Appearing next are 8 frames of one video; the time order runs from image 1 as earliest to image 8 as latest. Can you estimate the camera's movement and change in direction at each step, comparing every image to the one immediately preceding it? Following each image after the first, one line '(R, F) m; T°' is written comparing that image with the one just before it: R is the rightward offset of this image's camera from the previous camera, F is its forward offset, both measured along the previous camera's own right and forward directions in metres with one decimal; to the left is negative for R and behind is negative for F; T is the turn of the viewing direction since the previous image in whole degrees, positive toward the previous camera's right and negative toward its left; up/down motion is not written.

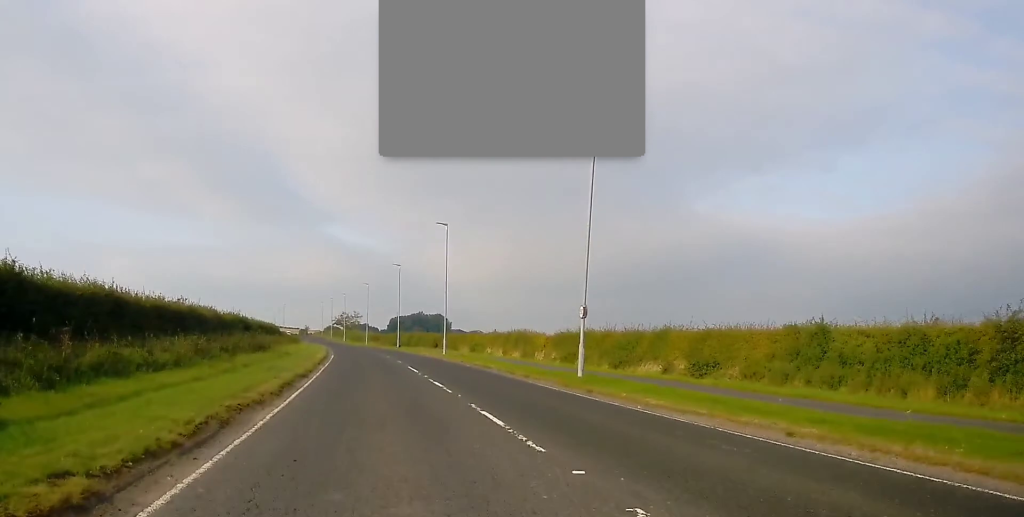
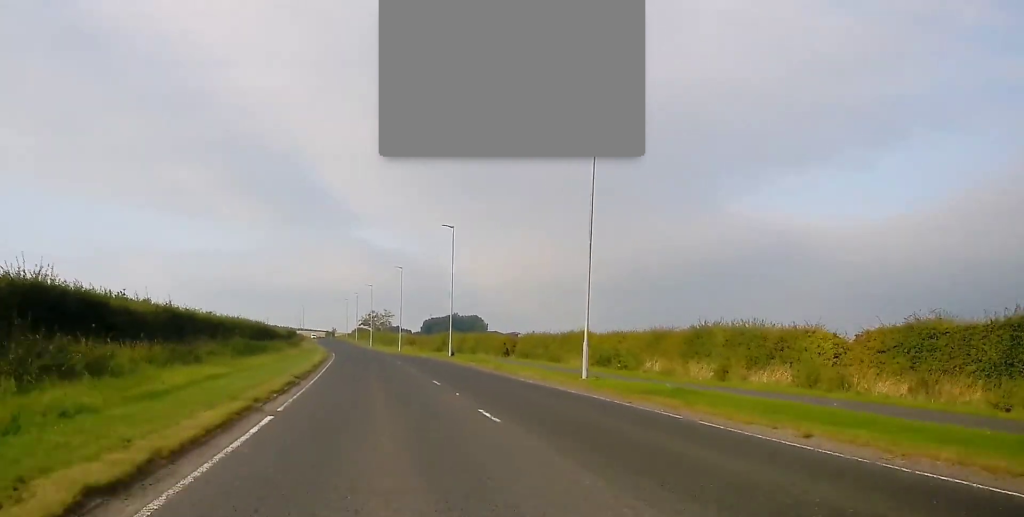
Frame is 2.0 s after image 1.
(0.0, +34.8) m; 0°
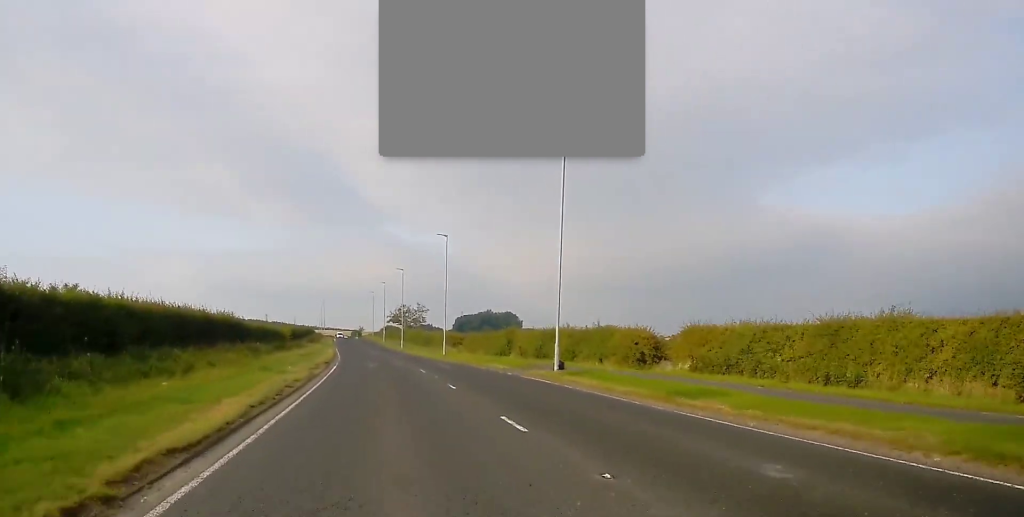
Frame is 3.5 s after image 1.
(-0.7, +28.5) m; -2°
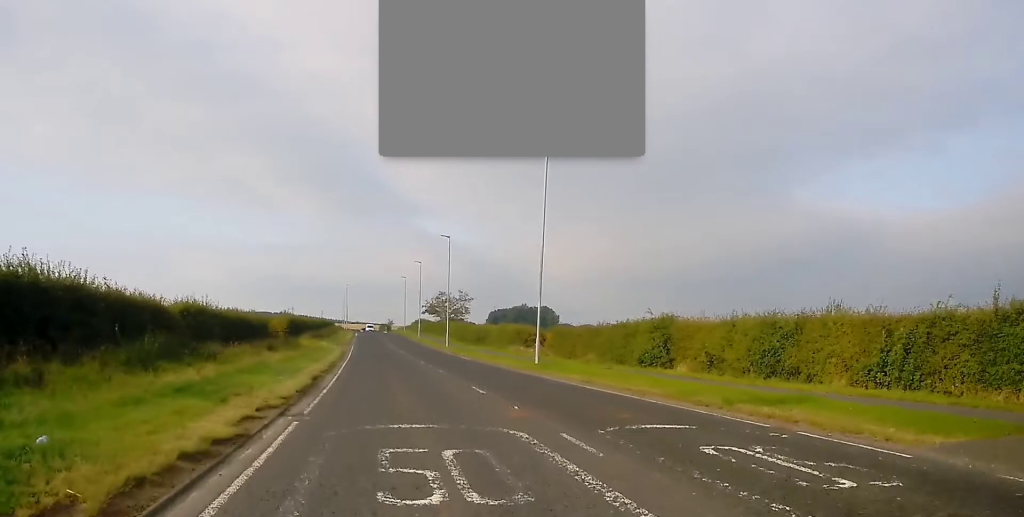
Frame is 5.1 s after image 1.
(-1.0, +29.4) m; -3°
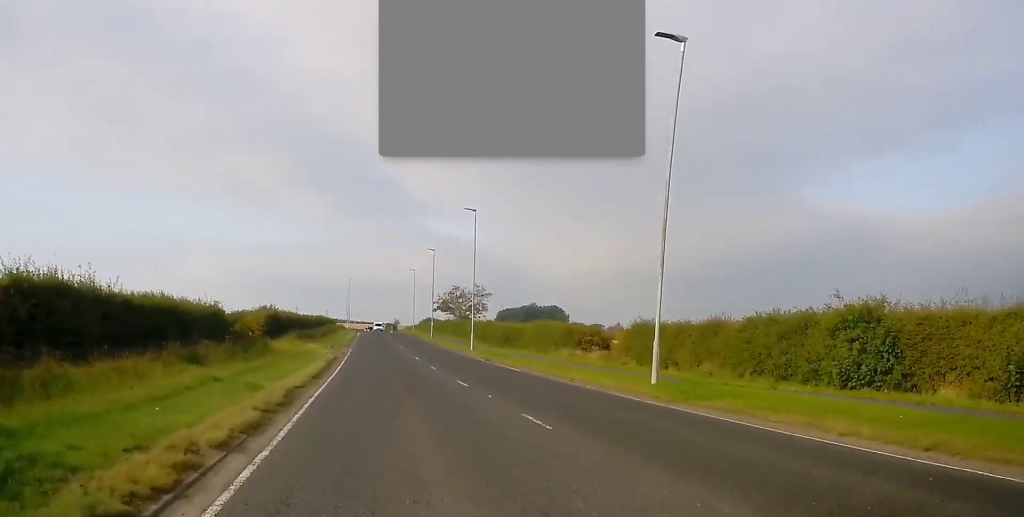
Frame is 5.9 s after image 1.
(+0.2, +15.4) m; +1°
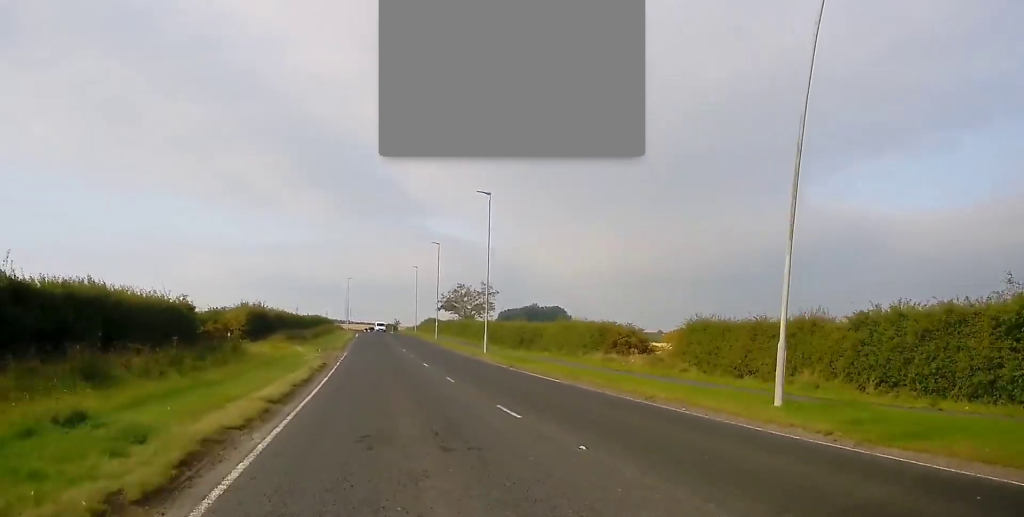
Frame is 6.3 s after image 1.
(0.0, +7.2) m; 0°
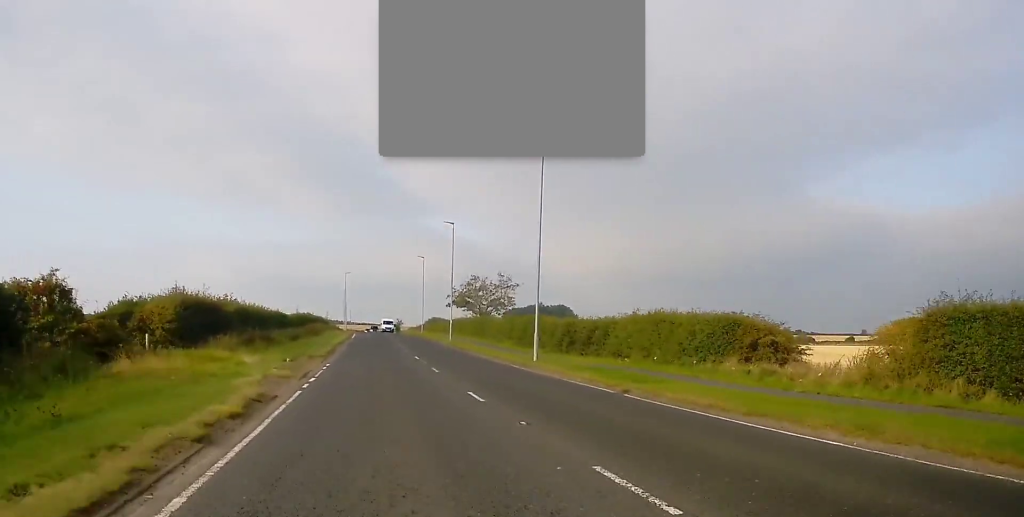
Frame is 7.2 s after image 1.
(-0.1, +15.7) m; -1°
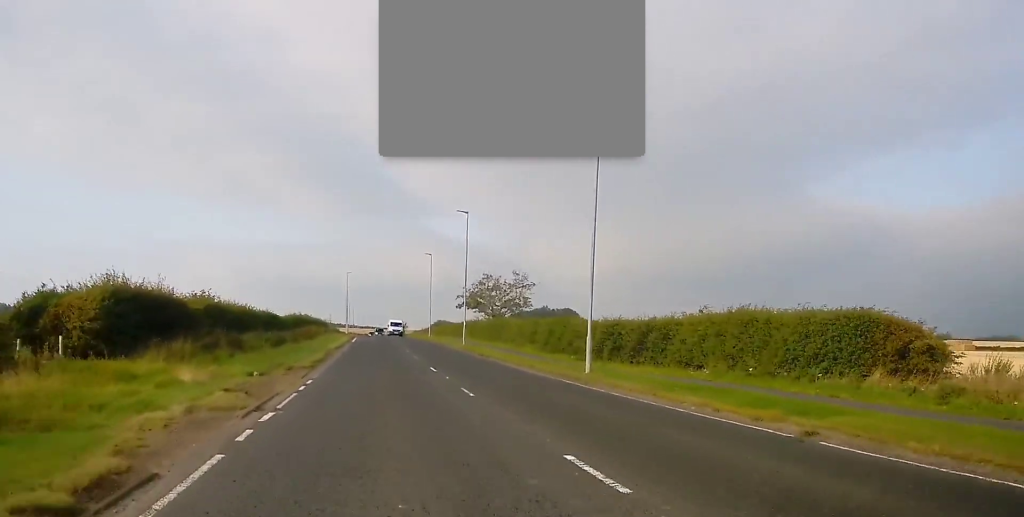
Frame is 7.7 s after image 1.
(-0.1, +8.4) m; -1°
